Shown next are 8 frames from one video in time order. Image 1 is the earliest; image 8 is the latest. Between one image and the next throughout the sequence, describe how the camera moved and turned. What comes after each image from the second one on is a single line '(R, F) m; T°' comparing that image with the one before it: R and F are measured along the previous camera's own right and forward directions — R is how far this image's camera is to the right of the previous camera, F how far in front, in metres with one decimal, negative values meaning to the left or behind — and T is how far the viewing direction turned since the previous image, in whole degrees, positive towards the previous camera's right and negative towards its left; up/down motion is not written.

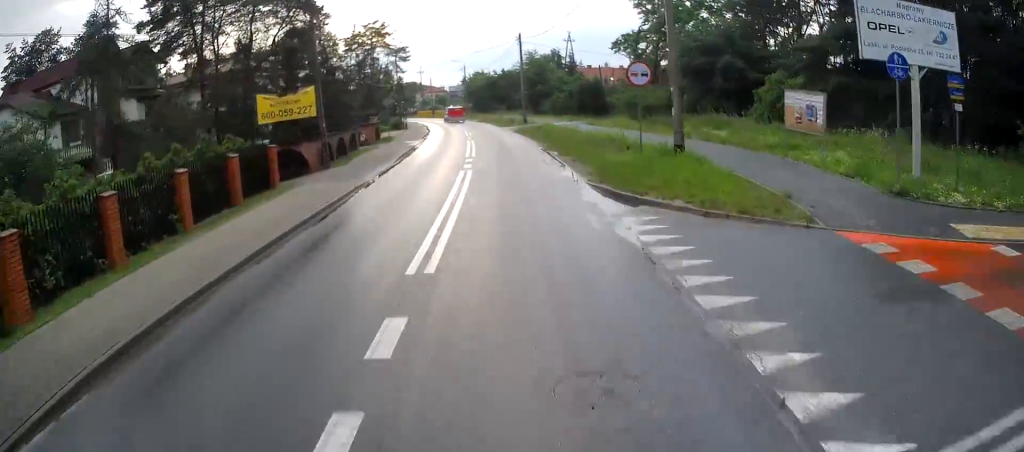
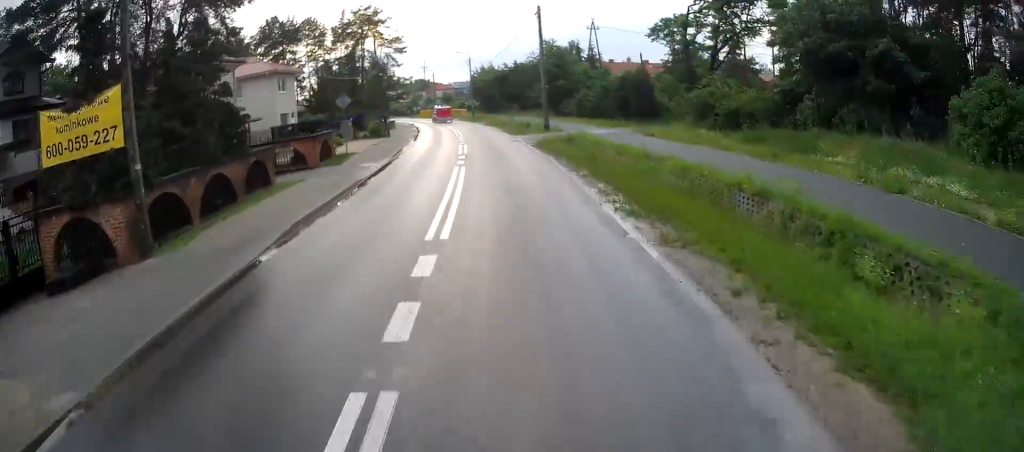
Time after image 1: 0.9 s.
(-0.2, +14.2) m; -1°
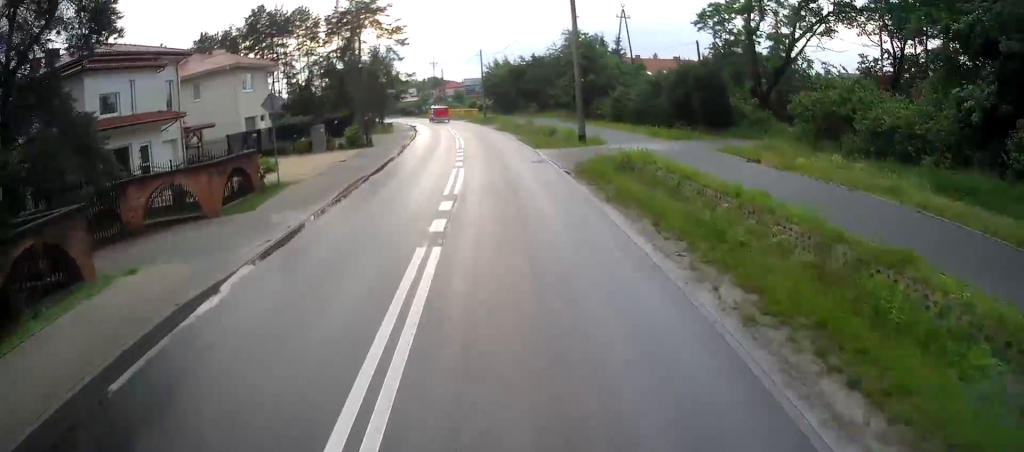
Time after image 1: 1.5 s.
(-0.1, +10.7) m; 0°
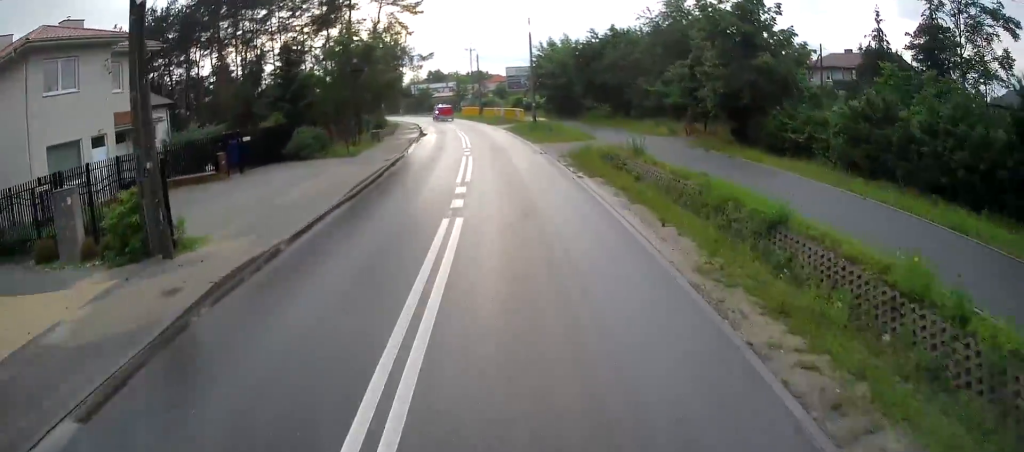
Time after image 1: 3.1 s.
(-0.1, +25.4) m; -2°
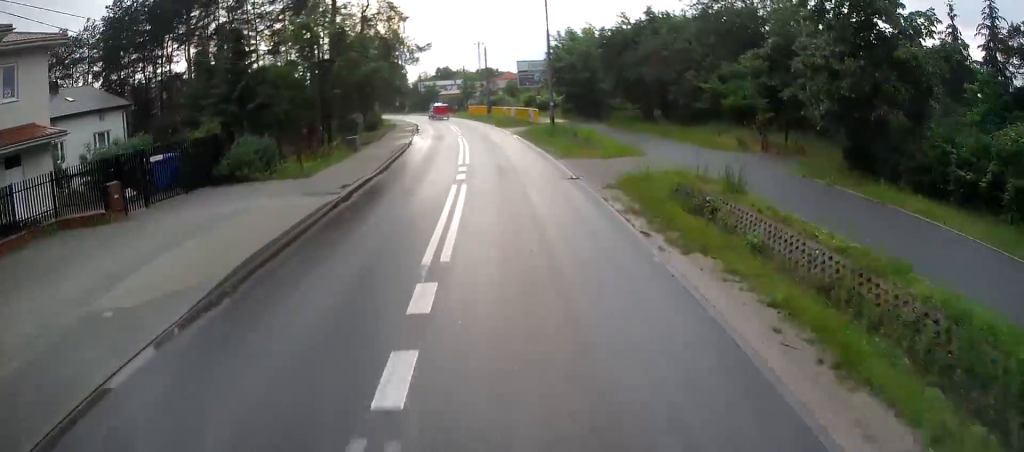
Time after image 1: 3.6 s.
(-0.2, +8.2) m; -2°
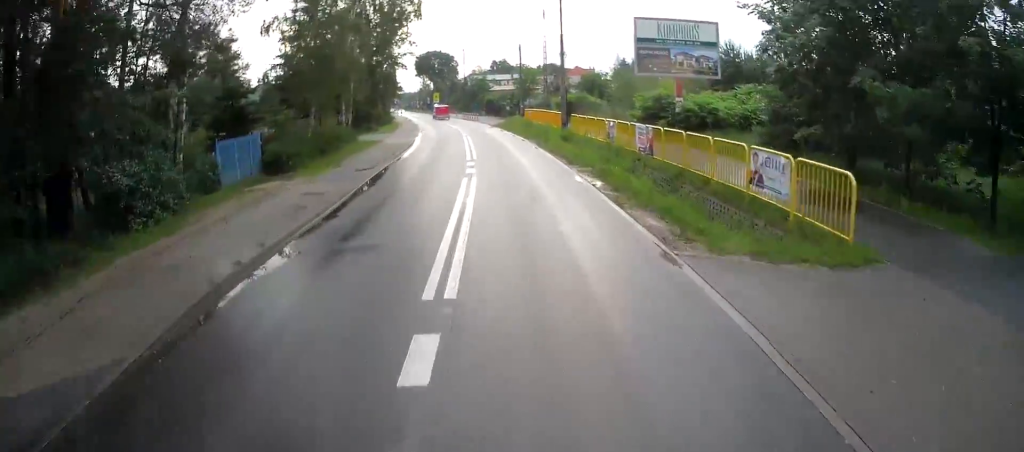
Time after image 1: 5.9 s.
(-3.1, +35.0) m; -9°
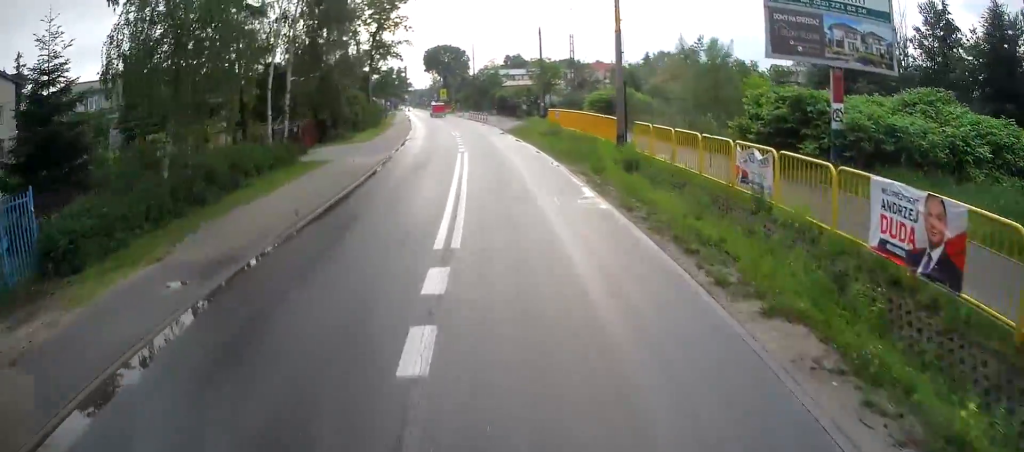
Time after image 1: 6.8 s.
(-0.2, +13.2) m; -1°
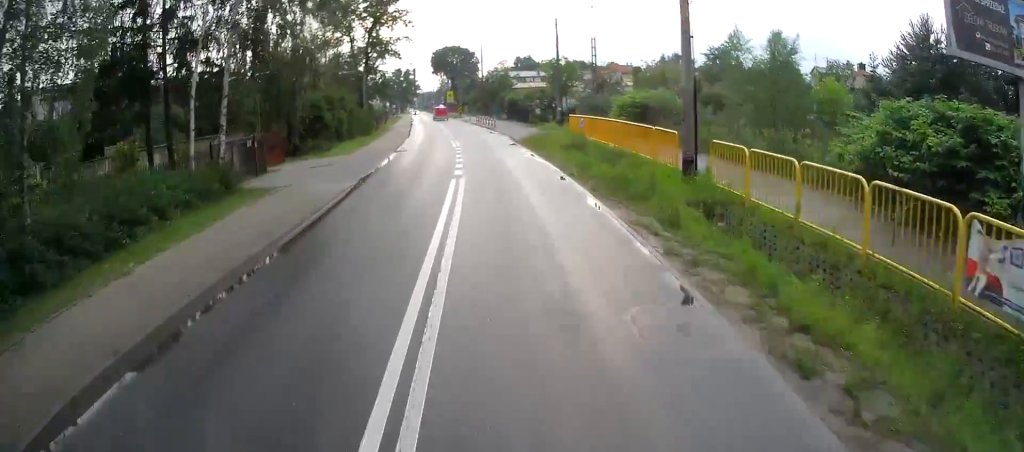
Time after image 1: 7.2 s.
(0.0, +6.6) m; 0°
